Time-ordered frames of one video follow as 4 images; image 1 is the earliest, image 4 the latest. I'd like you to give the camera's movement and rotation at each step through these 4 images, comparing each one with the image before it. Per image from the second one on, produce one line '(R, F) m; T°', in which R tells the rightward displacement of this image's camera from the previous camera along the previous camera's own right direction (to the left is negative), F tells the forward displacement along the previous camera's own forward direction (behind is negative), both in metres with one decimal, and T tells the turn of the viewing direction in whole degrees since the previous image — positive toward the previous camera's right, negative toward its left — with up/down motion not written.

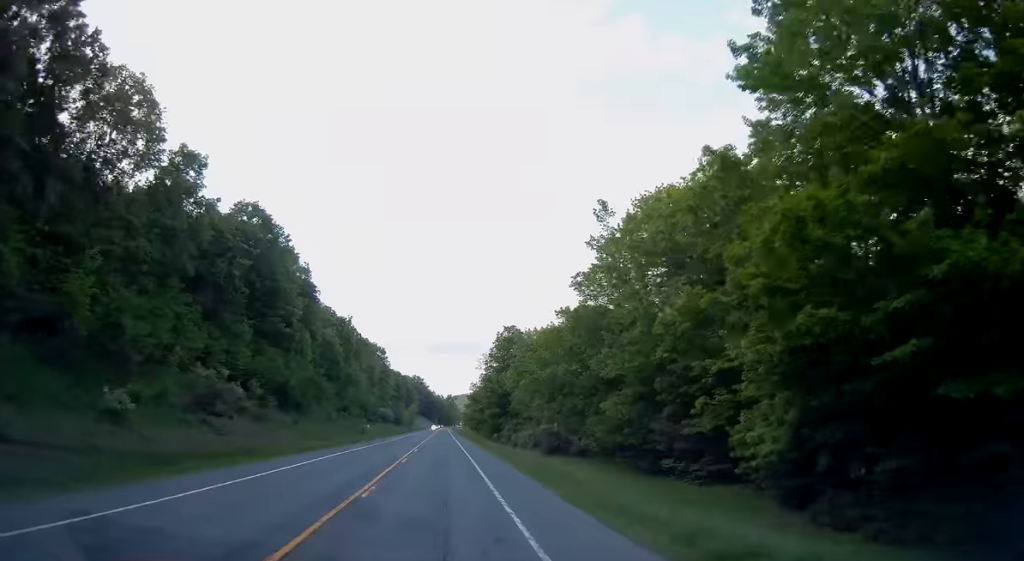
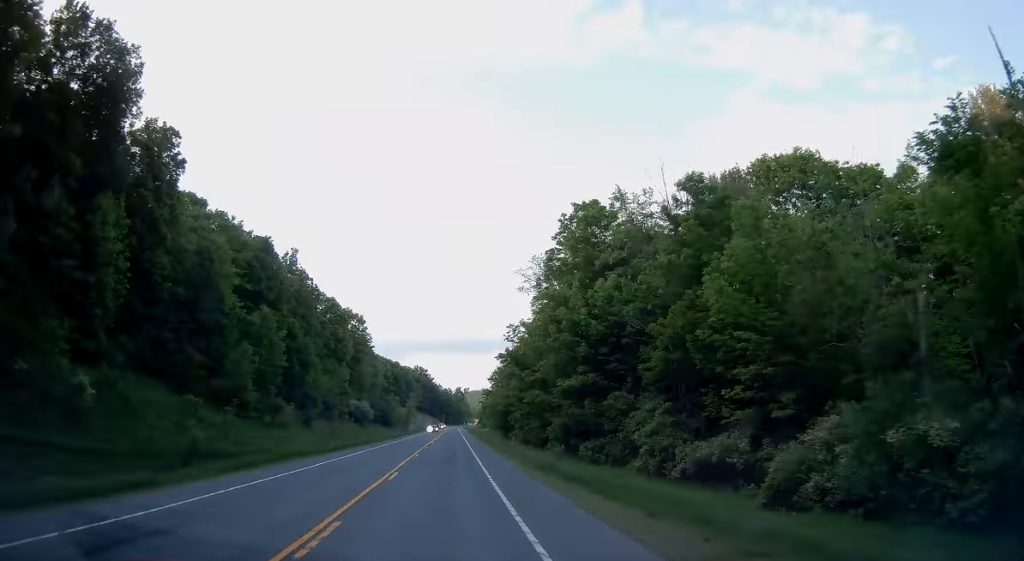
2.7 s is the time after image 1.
(-0.4, +67.2) m; 0°
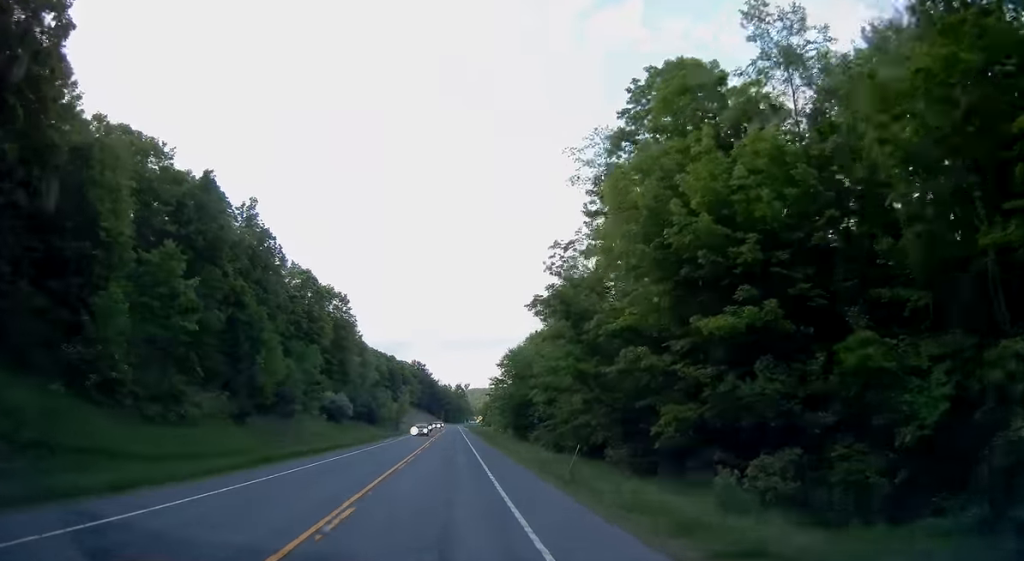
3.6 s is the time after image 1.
(+0.1, +23.5) m; 0°
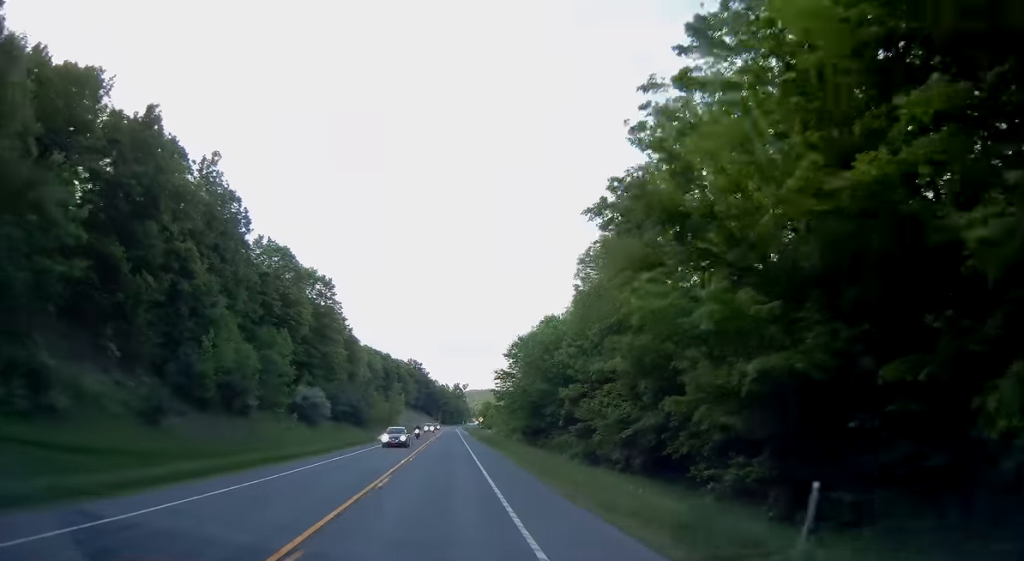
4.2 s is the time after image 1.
(0.0, +15.1) m; 0°
